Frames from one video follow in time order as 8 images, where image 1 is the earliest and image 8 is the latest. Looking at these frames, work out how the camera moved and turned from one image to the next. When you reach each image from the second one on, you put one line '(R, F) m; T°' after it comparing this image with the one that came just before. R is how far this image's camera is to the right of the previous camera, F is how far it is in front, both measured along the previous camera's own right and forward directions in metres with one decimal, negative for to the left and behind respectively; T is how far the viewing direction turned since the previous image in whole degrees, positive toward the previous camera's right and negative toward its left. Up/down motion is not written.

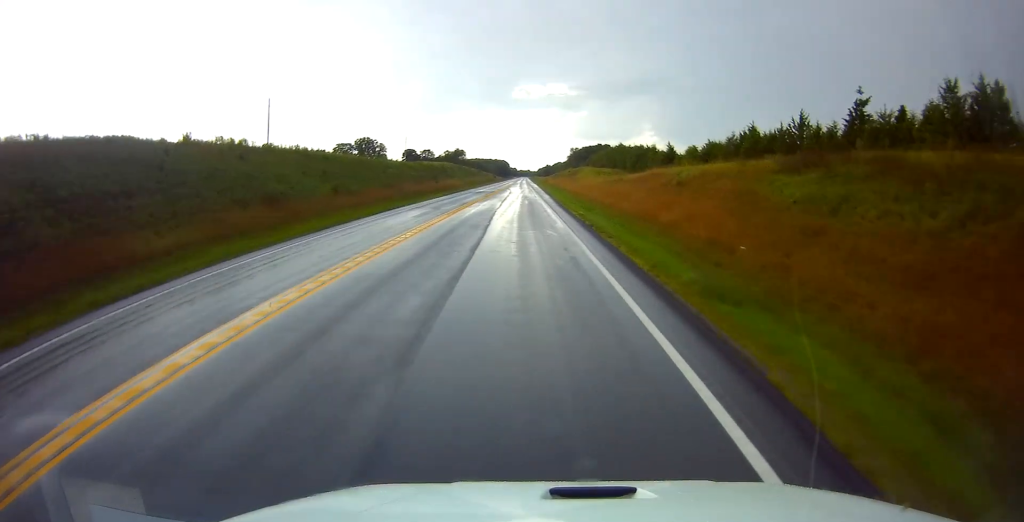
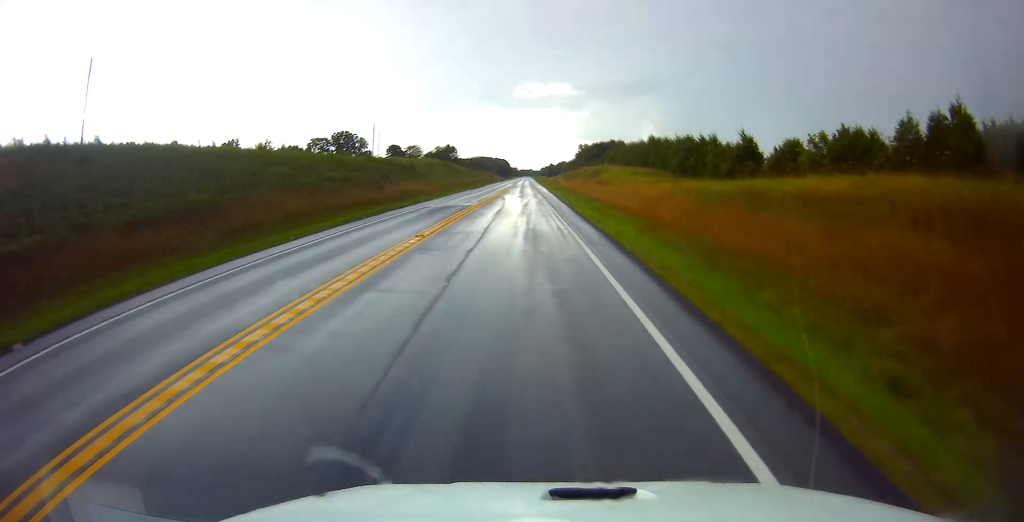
(-0.5, +39.3) m; 0°
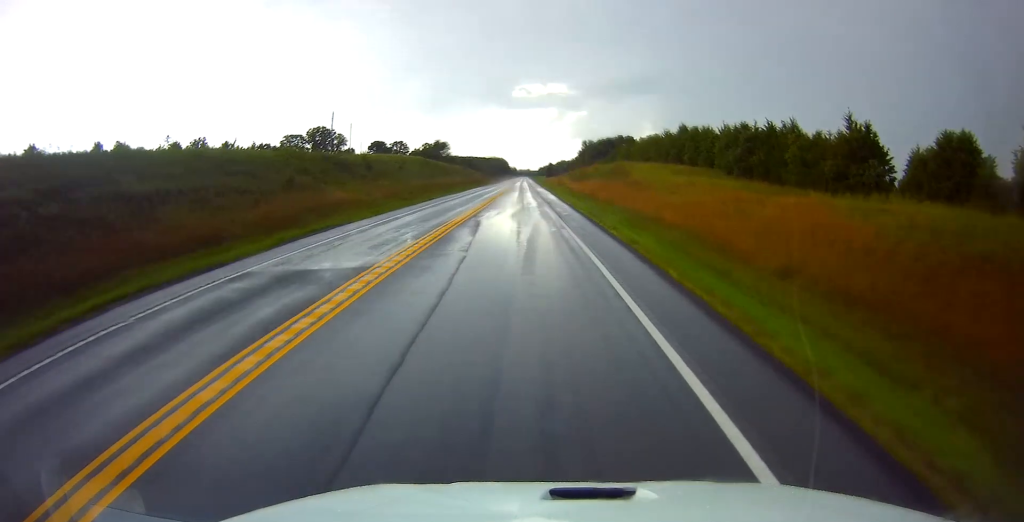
(+0.7, +28.2) m; +1°
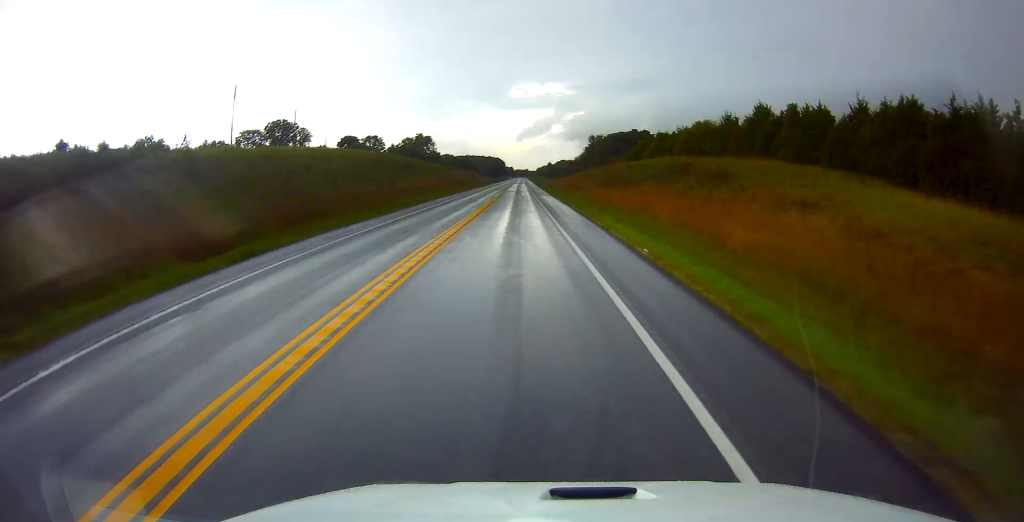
(-0.3, +37.3) m; -1°
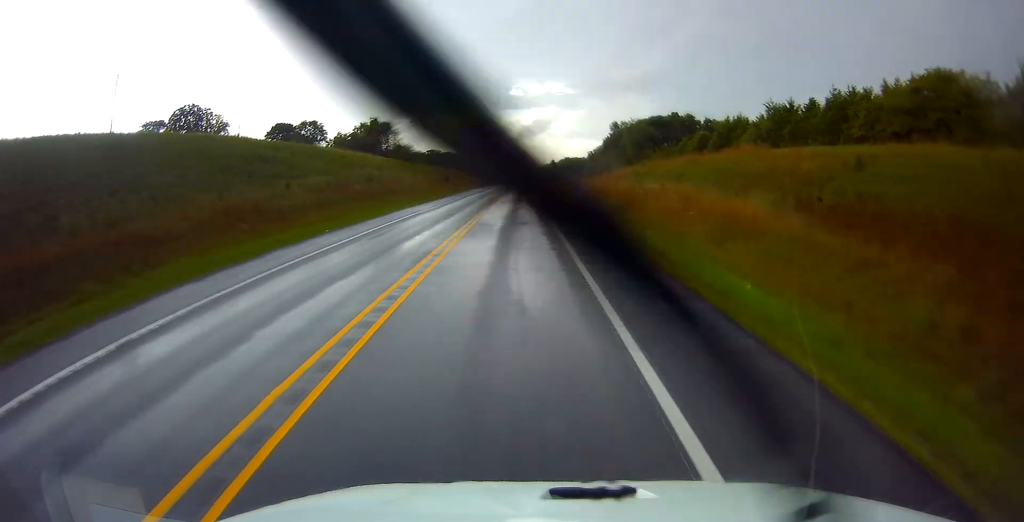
(-0.1, +57.4) m; 0°
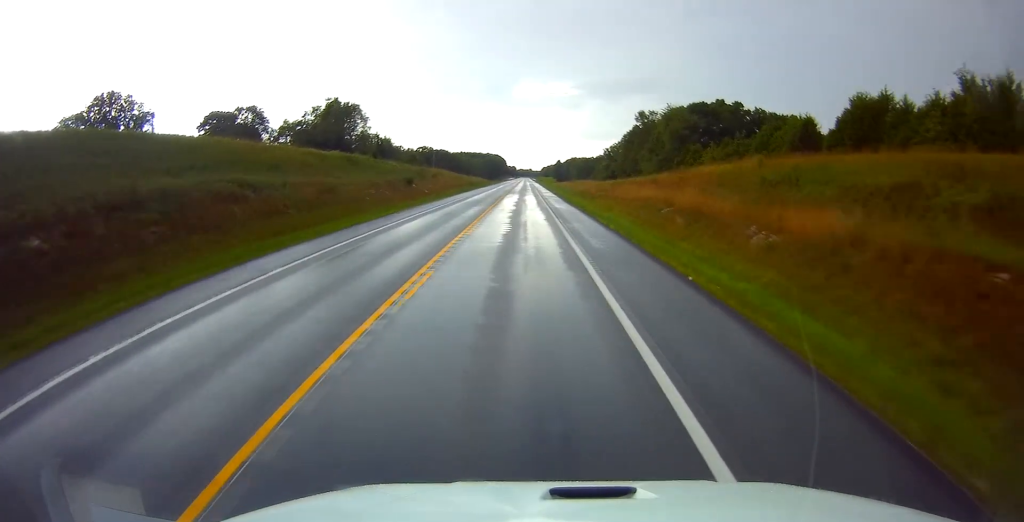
(-0.4, +34.3) m; 0°
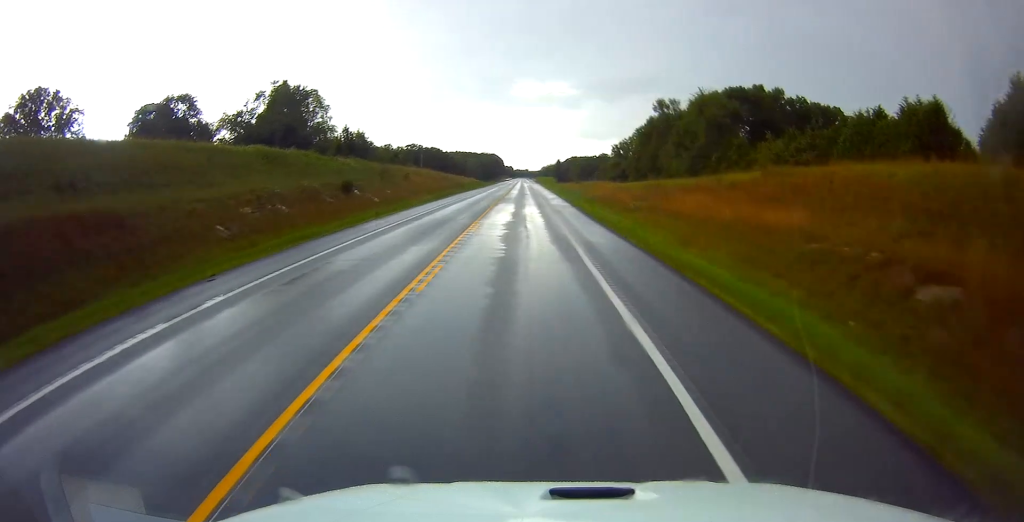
(+0.4, +22.3) m; 0°
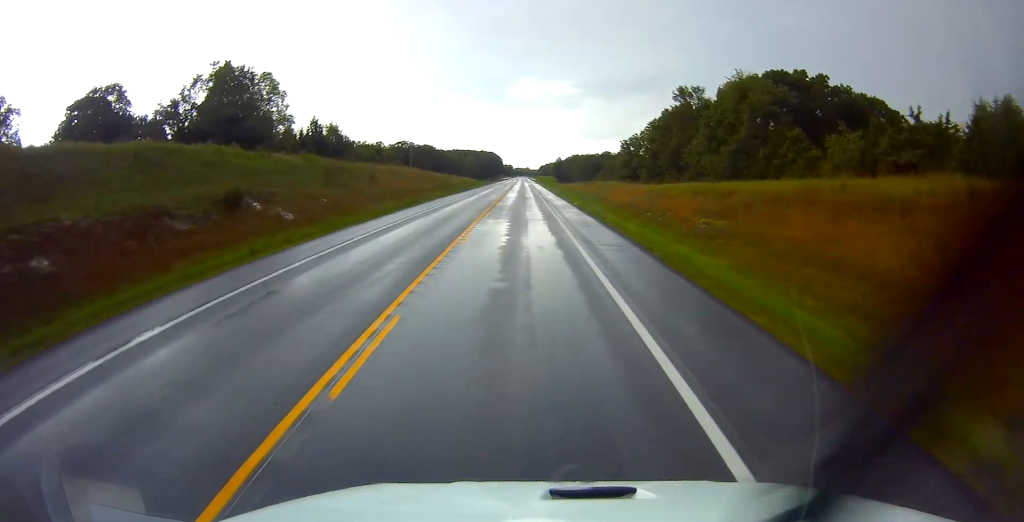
(-0.3, +17.2) m; 0°
